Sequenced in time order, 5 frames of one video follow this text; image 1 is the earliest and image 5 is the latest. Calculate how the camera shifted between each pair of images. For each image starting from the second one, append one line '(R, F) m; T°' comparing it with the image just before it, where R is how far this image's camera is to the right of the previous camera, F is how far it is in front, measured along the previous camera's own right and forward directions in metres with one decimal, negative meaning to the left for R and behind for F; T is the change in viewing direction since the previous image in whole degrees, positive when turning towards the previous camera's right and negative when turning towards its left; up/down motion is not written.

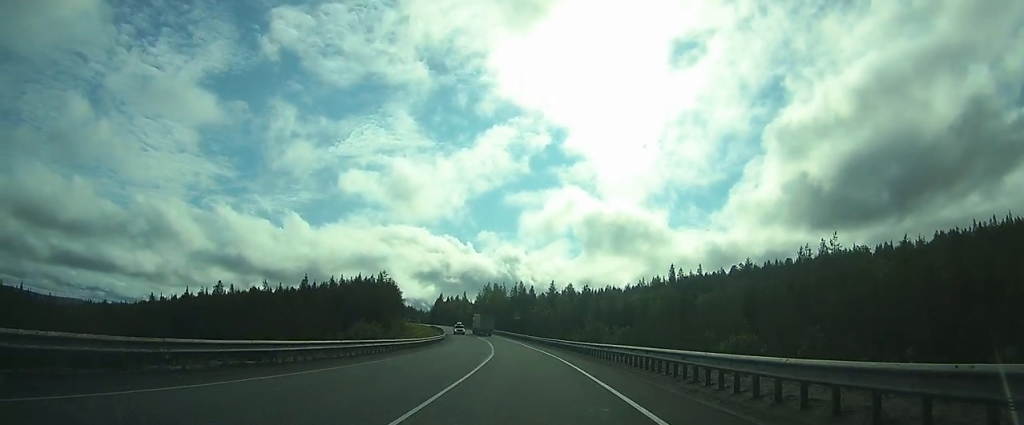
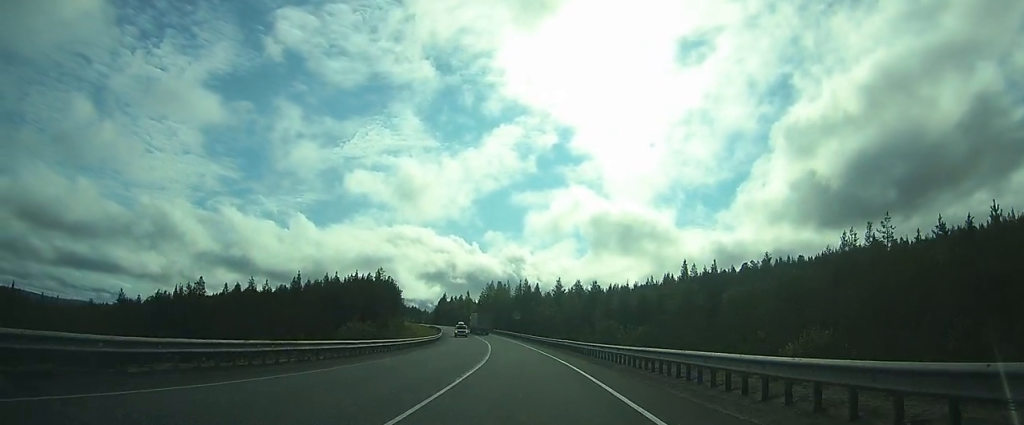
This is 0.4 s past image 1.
(0.0, +8.8) m; -1°
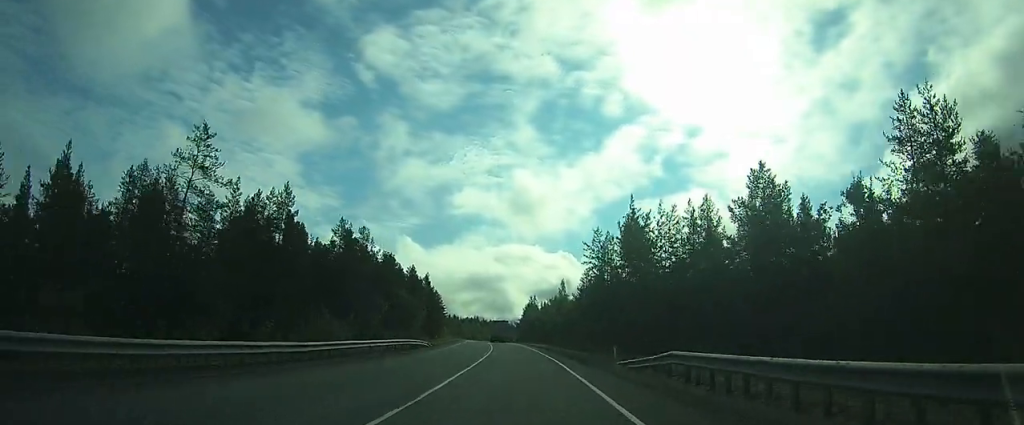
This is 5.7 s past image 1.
(-4.5, +117.8) m; -2°
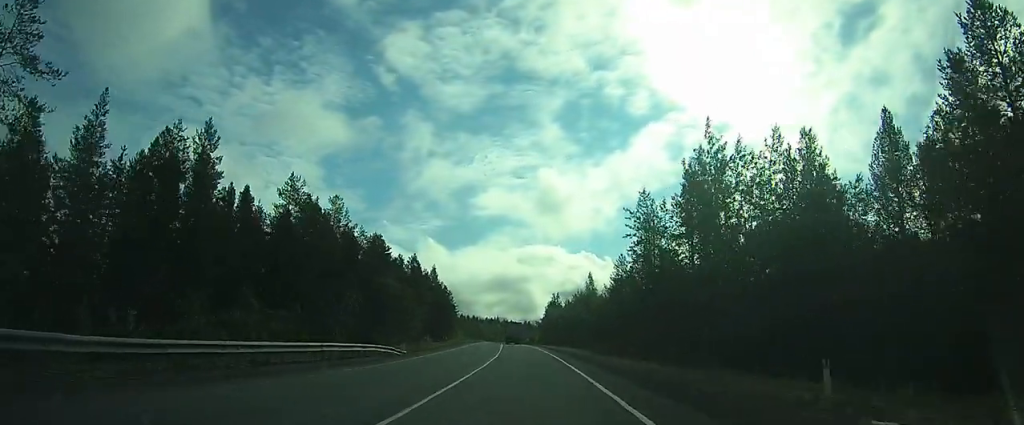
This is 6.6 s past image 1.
(-0.1, +21.8) m; 0°
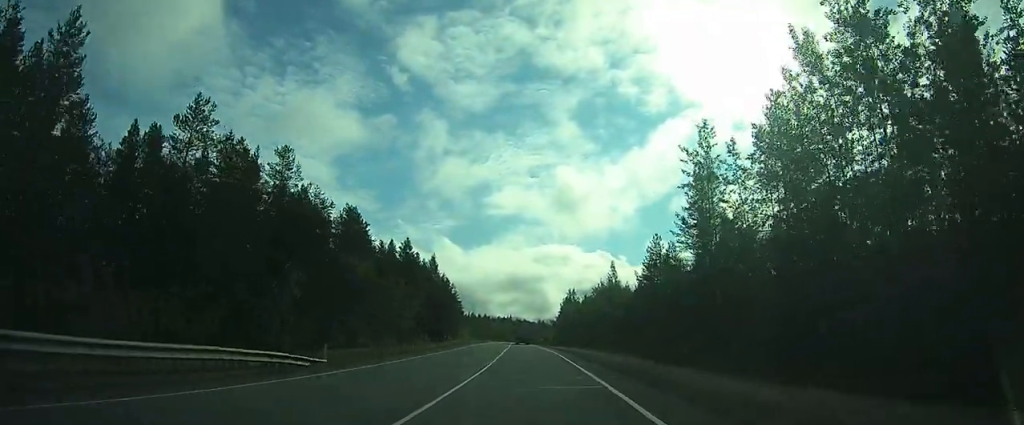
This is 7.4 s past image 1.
(-0.1, +18.5) m; 0°
